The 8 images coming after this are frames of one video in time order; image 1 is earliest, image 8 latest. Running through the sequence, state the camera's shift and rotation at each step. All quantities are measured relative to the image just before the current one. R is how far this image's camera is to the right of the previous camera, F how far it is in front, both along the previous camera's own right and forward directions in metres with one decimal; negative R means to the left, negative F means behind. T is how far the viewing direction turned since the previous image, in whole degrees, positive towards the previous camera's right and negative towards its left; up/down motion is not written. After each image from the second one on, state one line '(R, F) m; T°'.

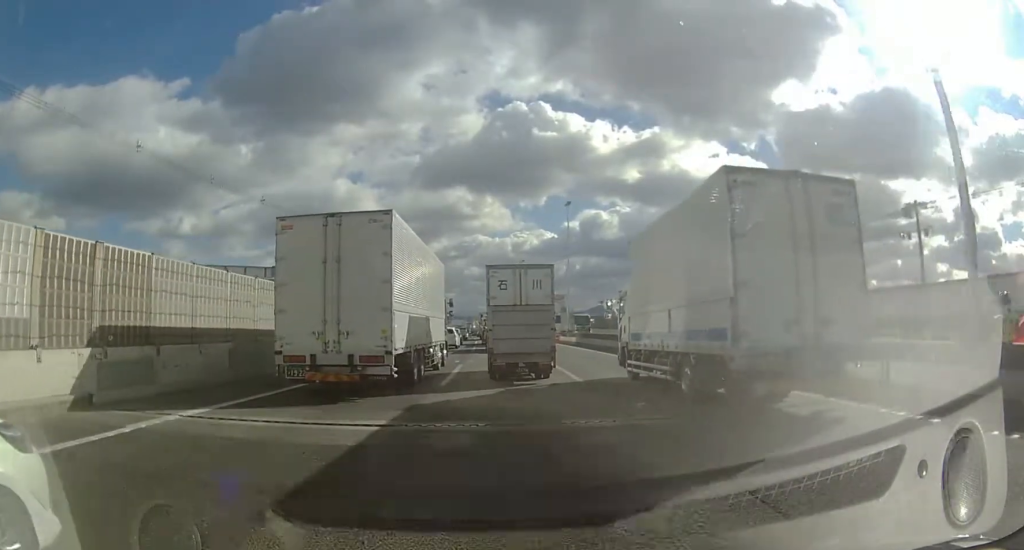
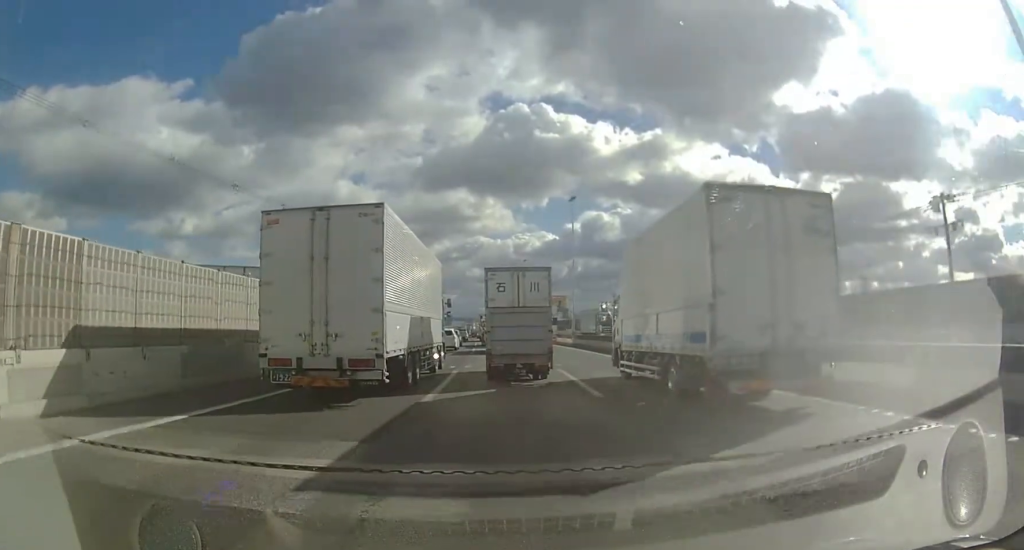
(0.0, +2.8) m; 0°
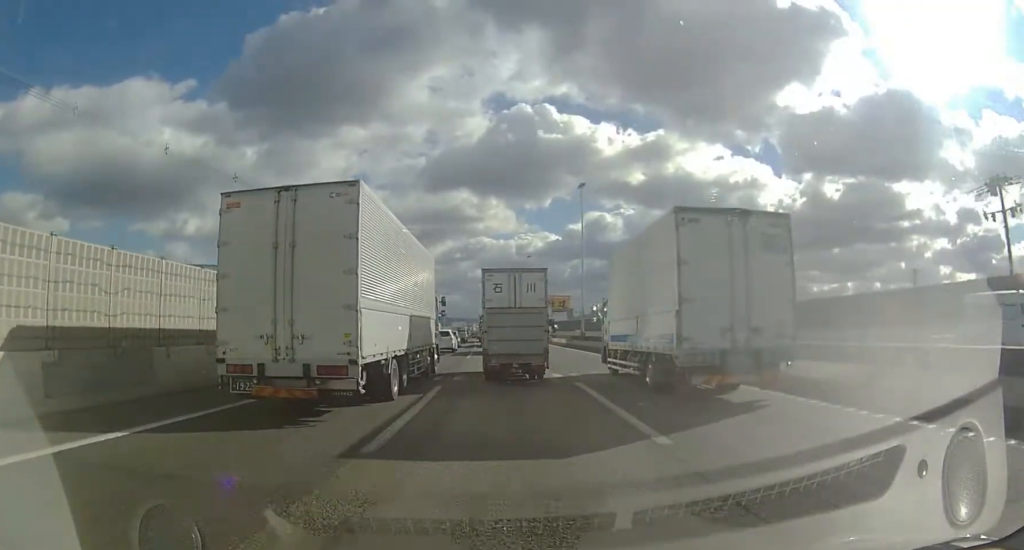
(0.0, +4.8) m; -1°
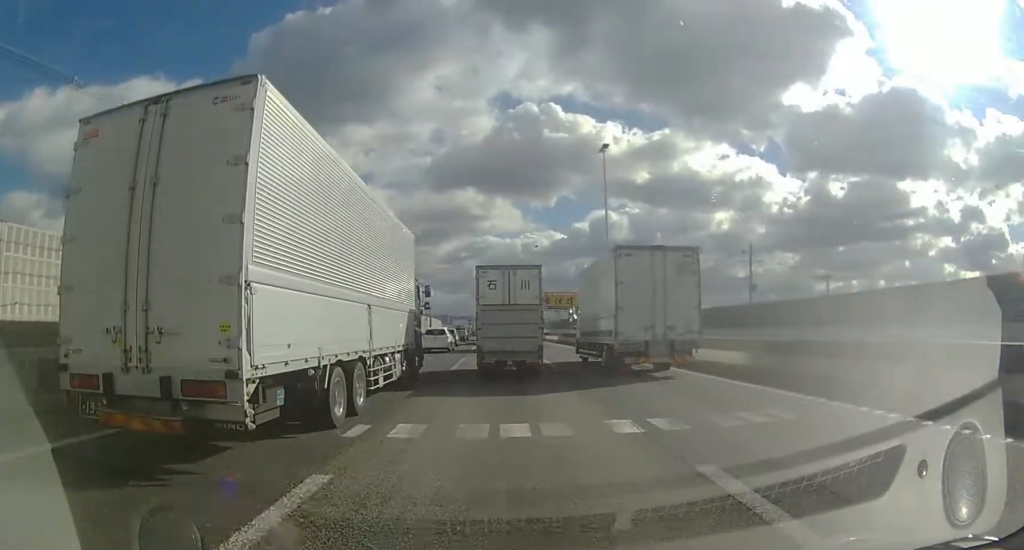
(0.0, +9.1) m; 0°
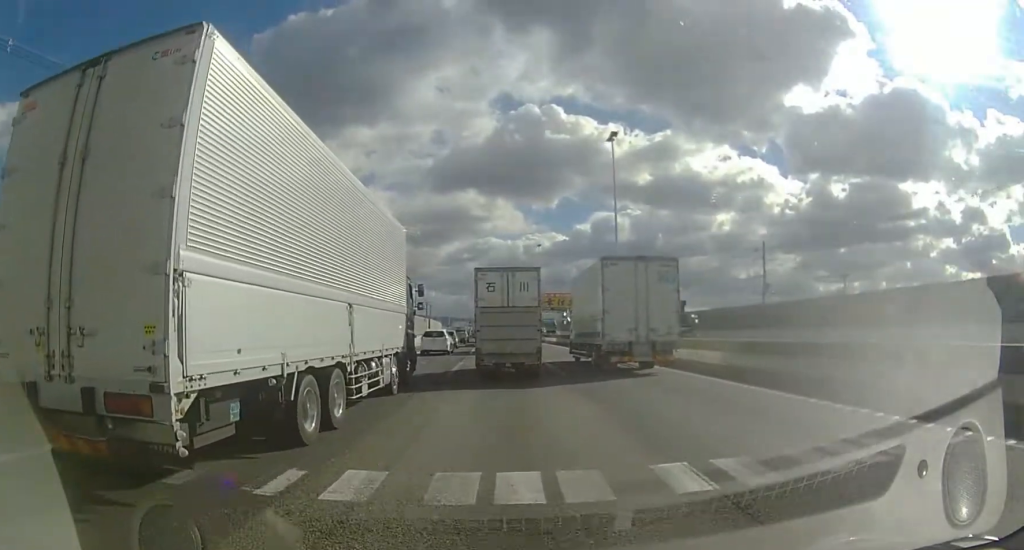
(0.0, +2.5) m; 0°
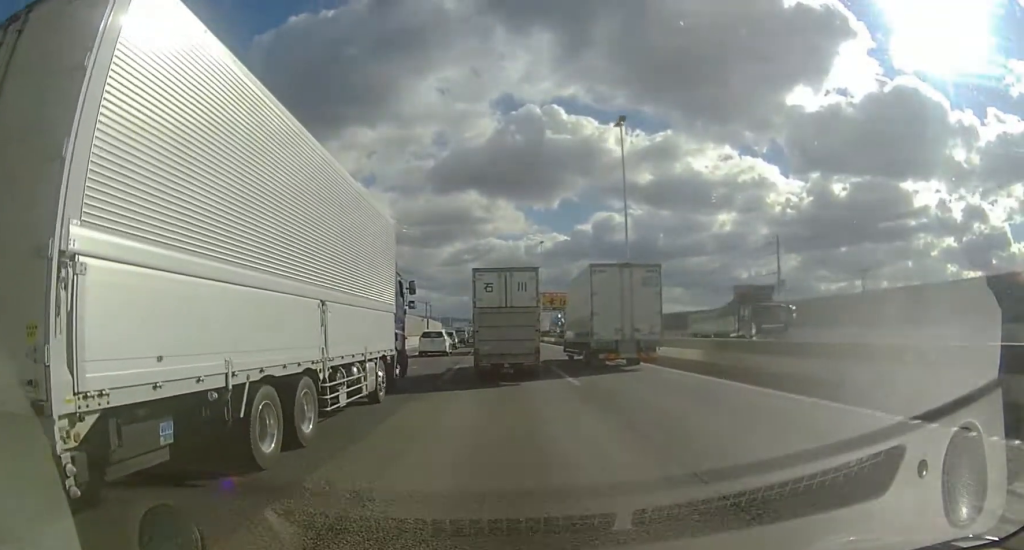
(0.0, +2.5) m; 0°
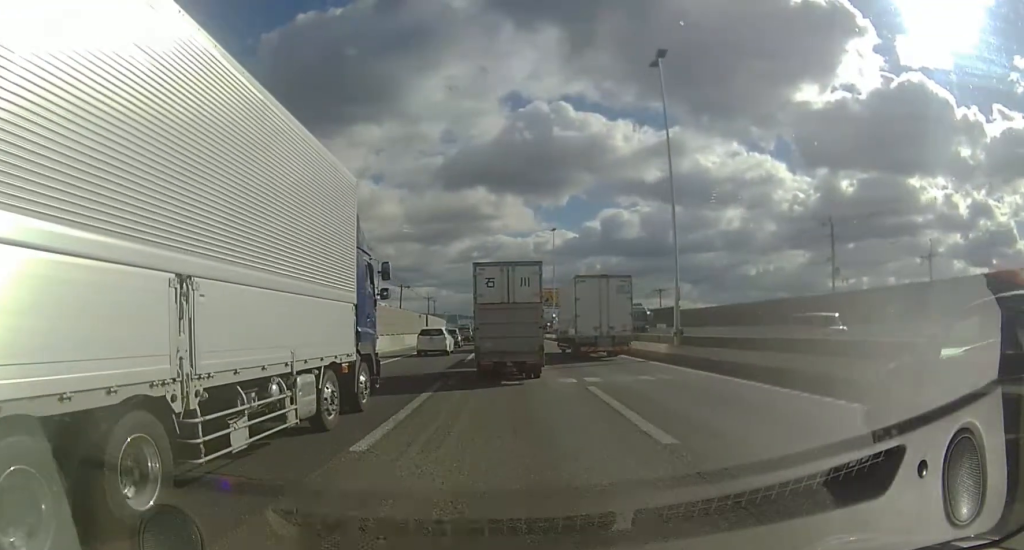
(0.0, +7.4) m; +3°
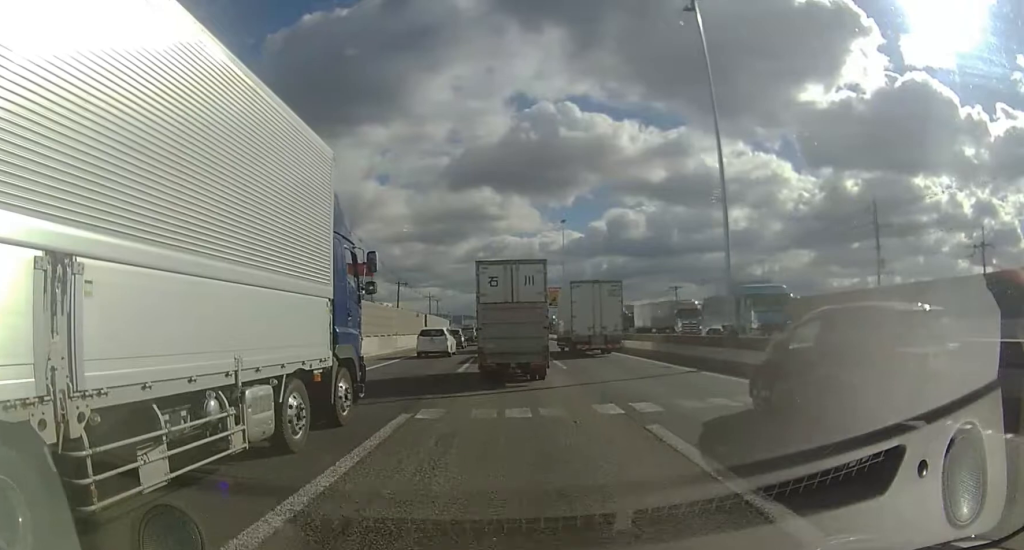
(+0.2, +5.2) m; 0°
